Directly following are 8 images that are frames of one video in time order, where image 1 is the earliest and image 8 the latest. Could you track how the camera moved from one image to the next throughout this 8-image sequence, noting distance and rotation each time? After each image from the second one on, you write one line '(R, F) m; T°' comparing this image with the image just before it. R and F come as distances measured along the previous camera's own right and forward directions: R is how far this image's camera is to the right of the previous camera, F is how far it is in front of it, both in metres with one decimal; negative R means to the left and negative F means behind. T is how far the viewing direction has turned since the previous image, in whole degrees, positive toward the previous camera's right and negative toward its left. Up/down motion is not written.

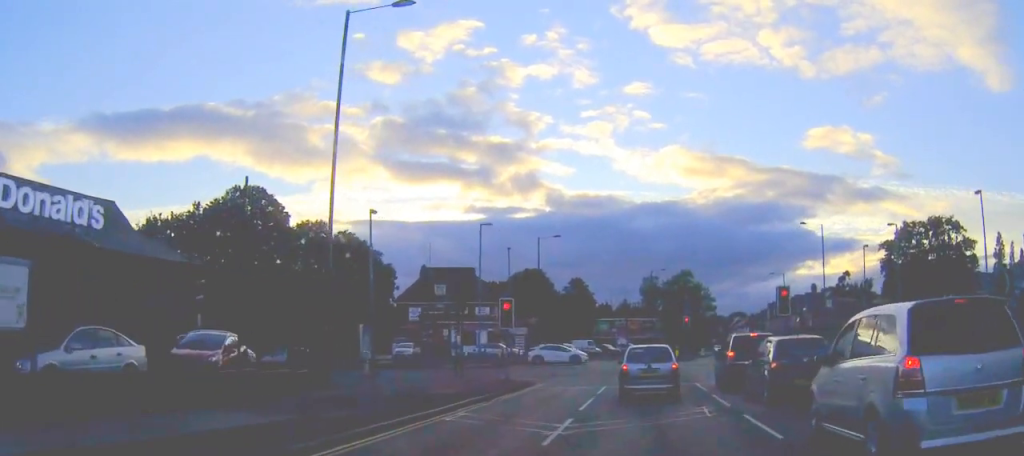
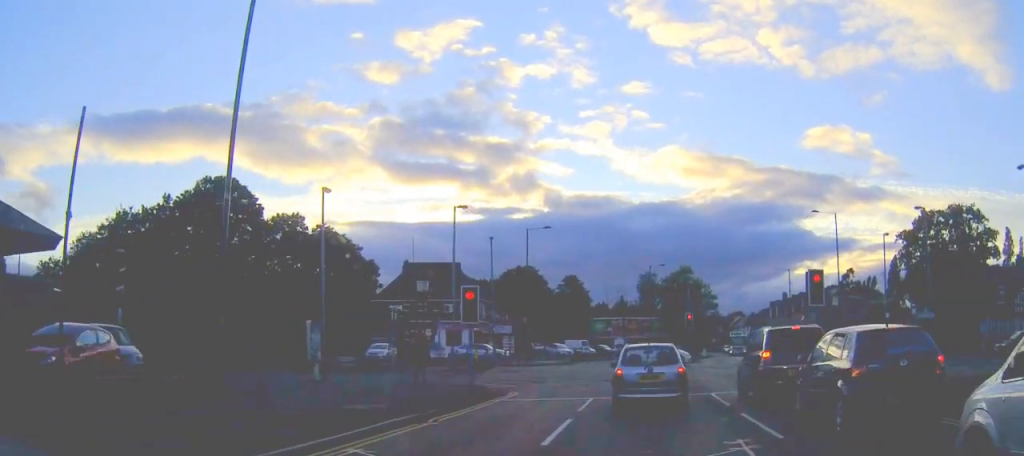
(0.0, +6.3) m; 0°
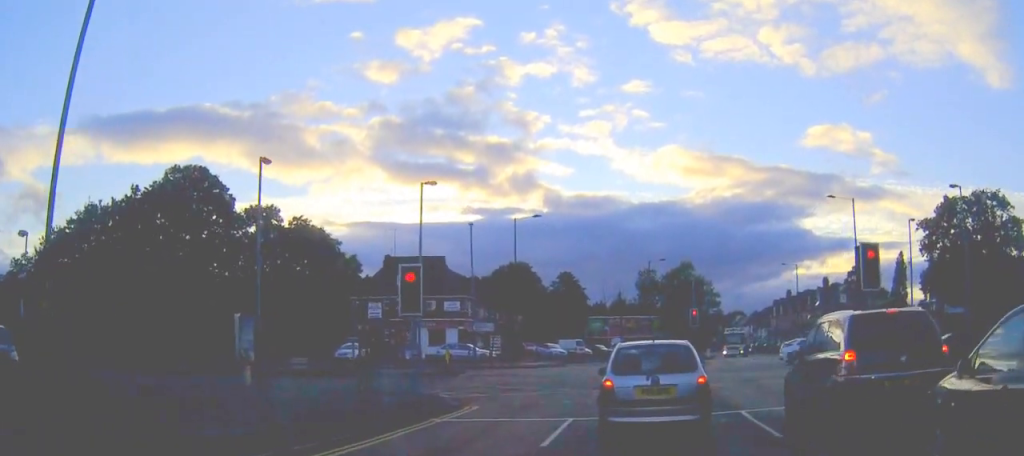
(0.0, +6.2) m; -1°
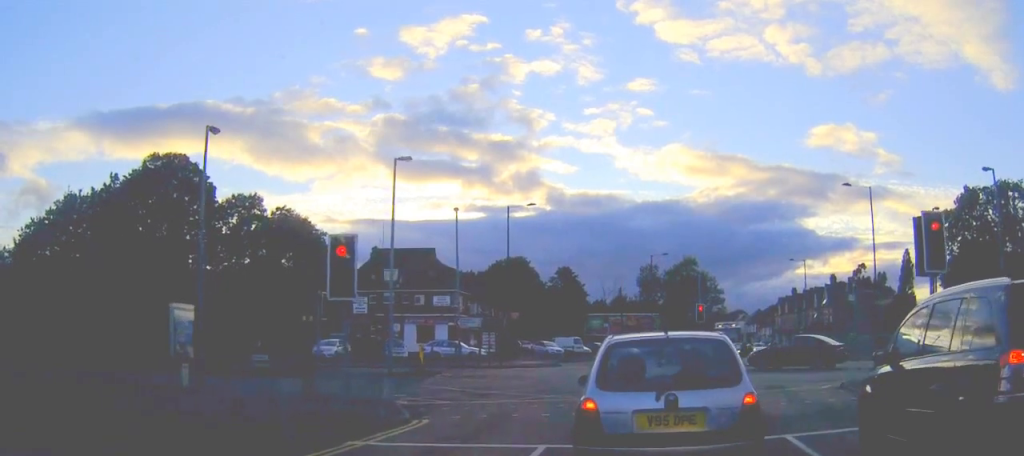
(-0.1, +4.4) m; -1°
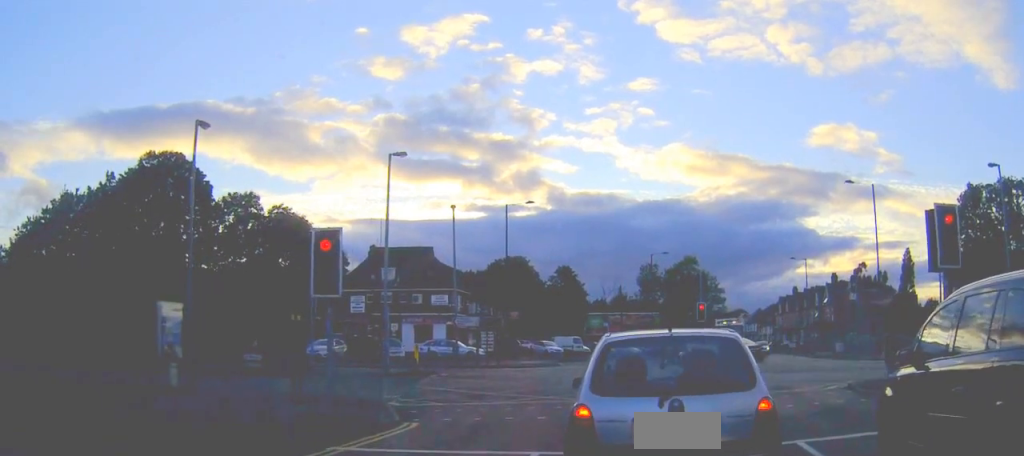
(0.0, +1.0) m; 0°
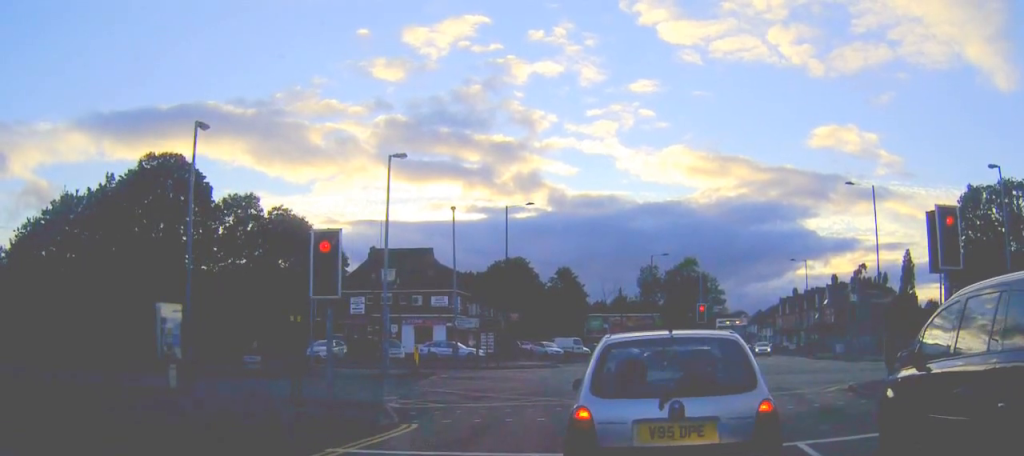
(-0.1, +0.1) m; 0°
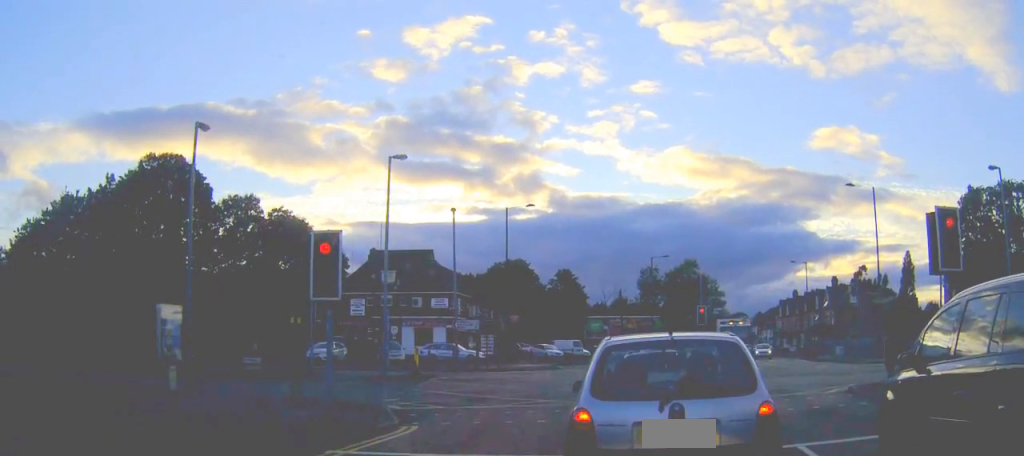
(-0.1, +0.1) m; 0°
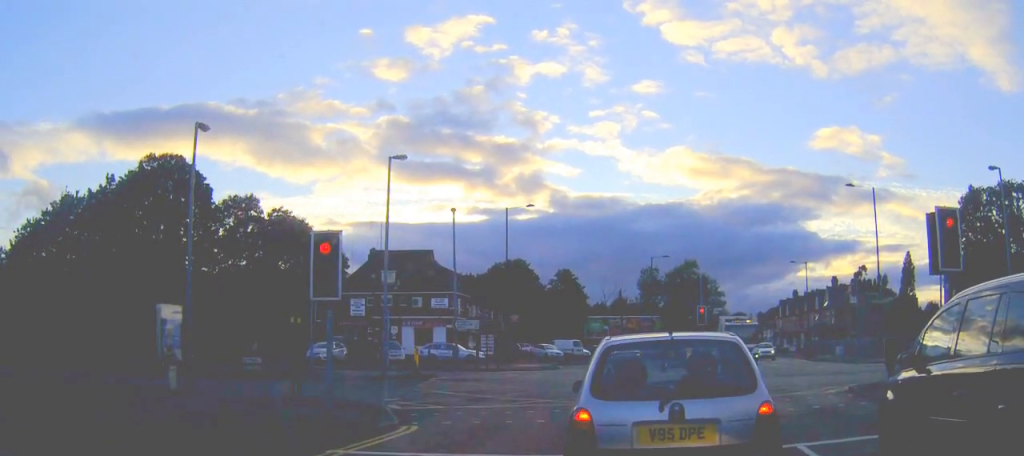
(0.0, 0.0) m; 0°
